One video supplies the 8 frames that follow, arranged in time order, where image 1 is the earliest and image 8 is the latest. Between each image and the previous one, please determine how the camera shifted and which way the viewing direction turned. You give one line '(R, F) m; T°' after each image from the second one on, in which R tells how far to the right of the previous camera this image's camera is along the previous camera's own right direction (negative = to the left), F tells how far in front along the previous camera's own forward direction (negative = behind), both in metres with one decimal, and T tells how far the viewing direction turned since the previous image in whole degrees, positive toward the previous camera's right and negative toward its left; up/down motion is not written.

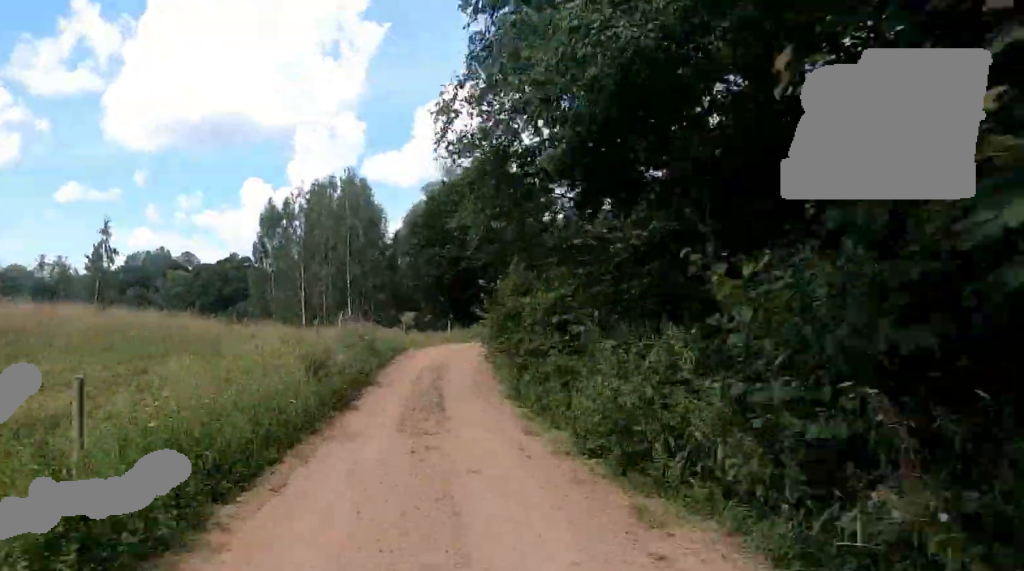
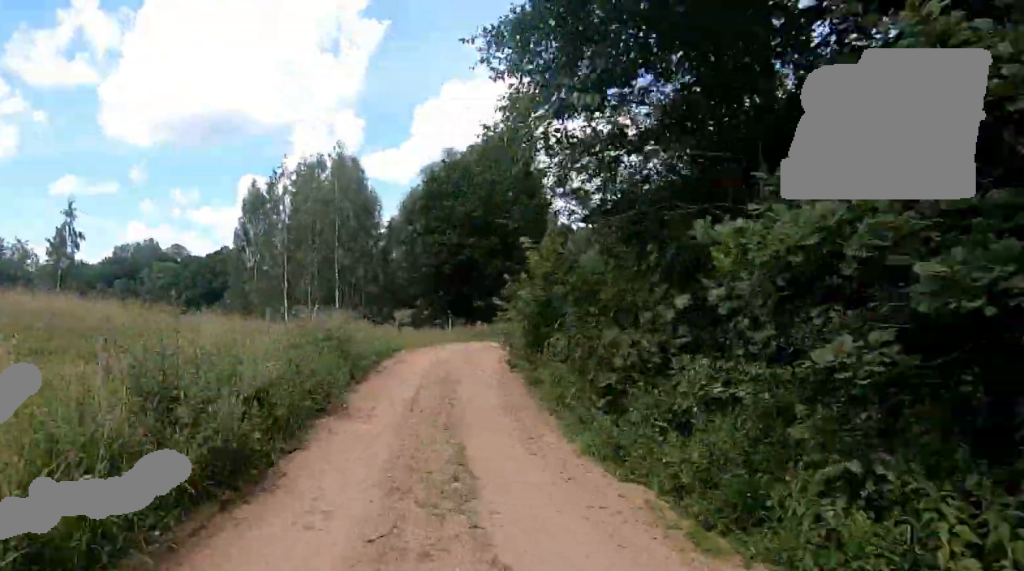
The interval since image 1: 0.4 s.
(+0.5, +7.1) m; -1°
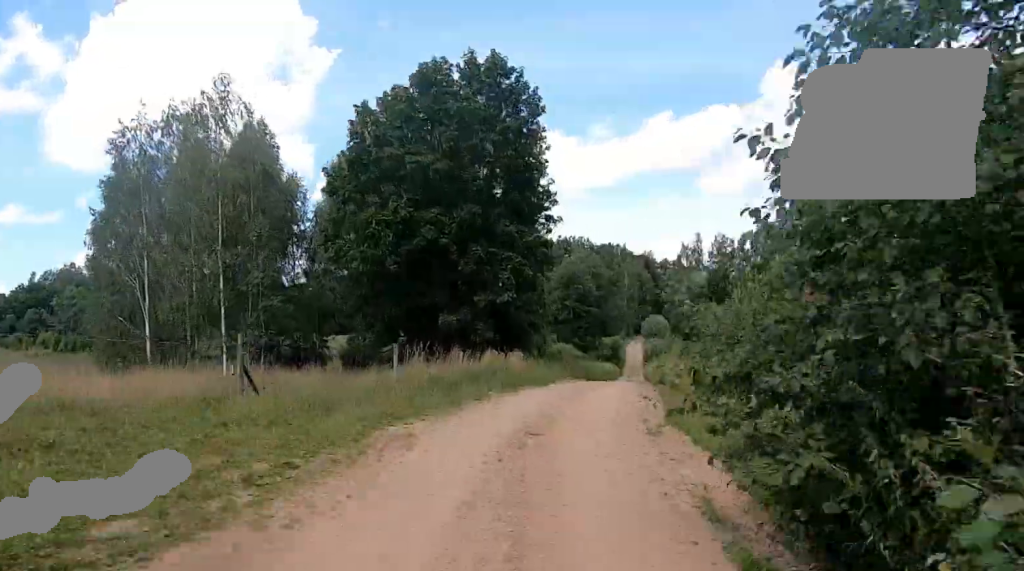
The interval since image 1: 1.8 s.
(-1.2, +22.3) m; +2°
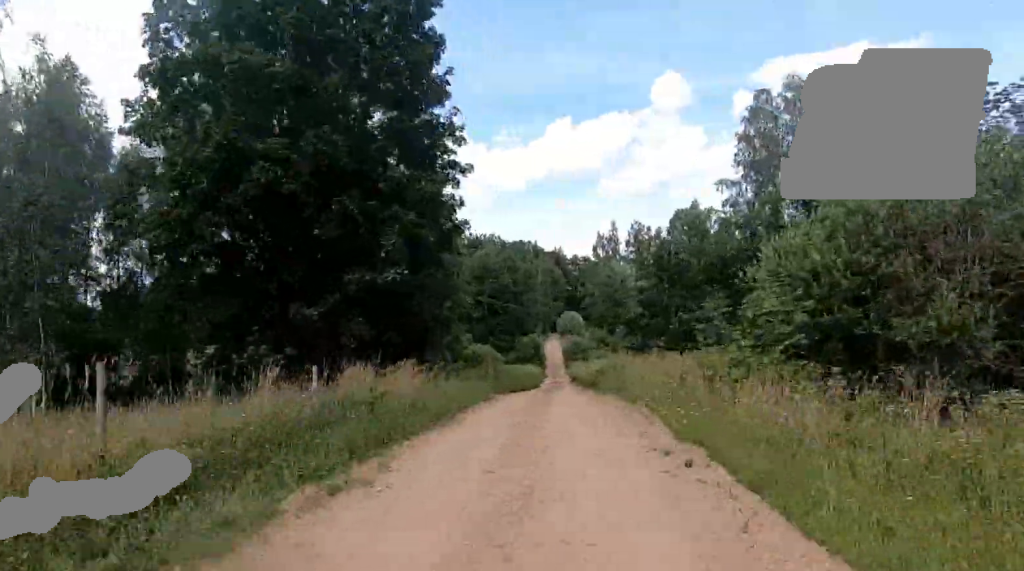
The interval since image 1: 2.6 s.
(+0.7, +11.7) m; +5°
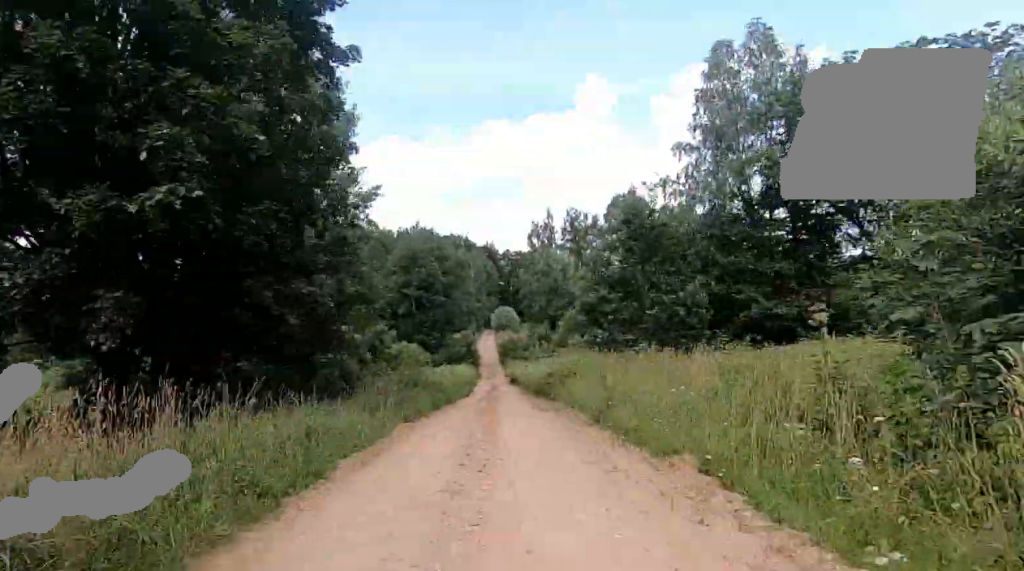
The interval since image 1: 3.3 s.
(-0.2, +9.1) m; +6°
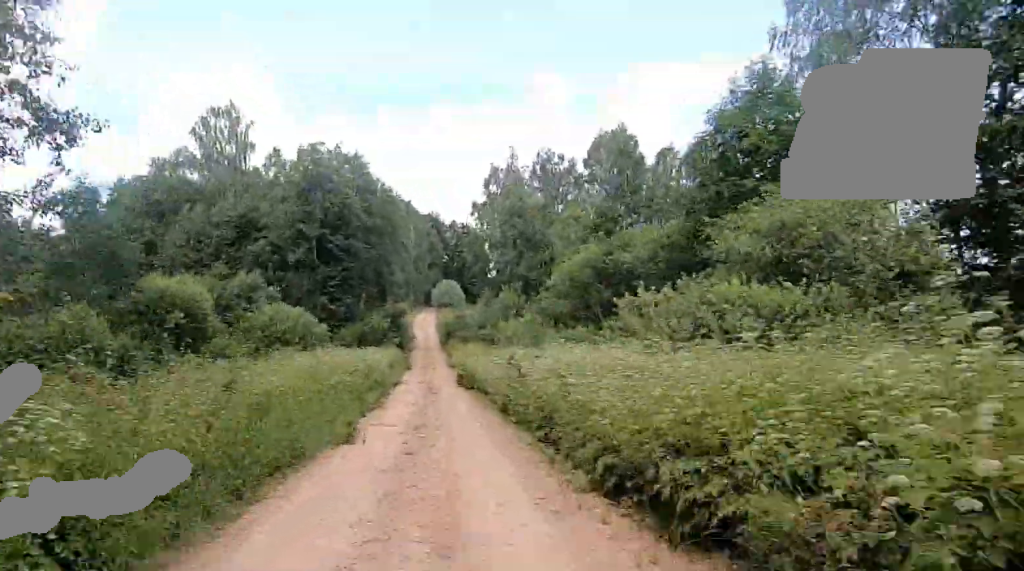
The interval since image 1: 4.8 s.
(+3.2, +20.0) m; +12°
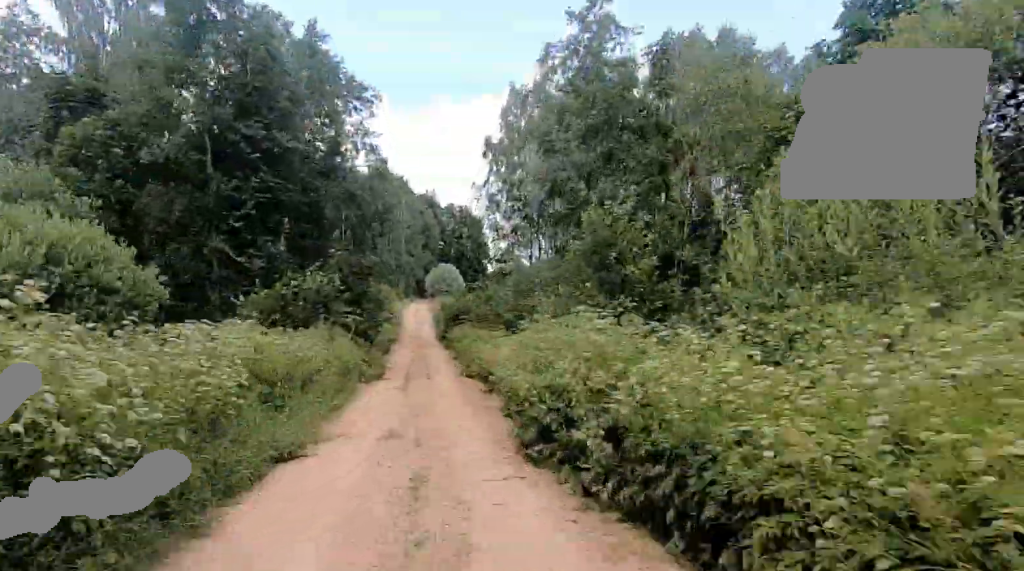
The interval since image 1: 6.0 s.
(-0.2, +17.6) m; 0°
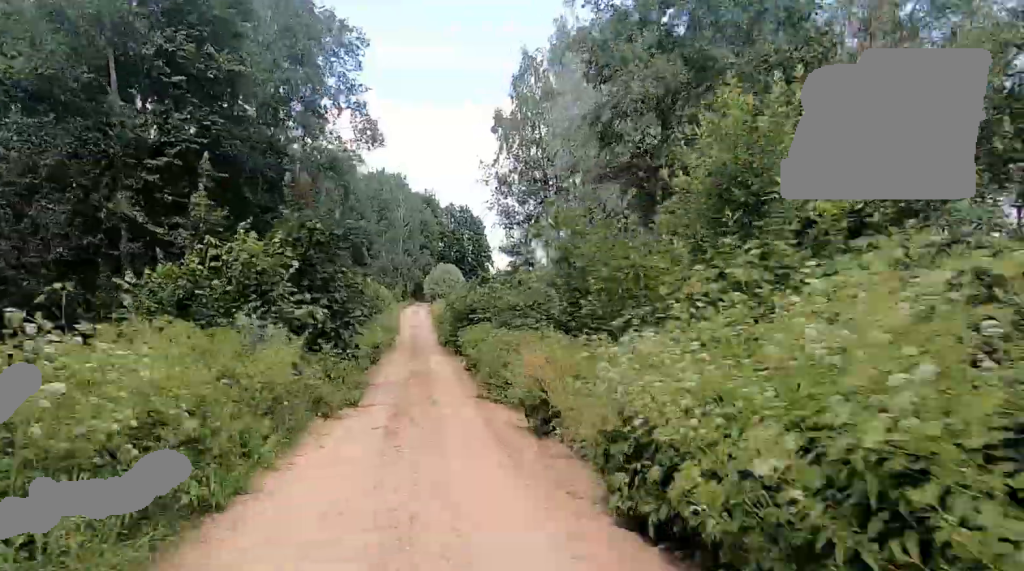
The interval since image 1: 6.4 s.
(-0.5, +6.2) m; +1°
